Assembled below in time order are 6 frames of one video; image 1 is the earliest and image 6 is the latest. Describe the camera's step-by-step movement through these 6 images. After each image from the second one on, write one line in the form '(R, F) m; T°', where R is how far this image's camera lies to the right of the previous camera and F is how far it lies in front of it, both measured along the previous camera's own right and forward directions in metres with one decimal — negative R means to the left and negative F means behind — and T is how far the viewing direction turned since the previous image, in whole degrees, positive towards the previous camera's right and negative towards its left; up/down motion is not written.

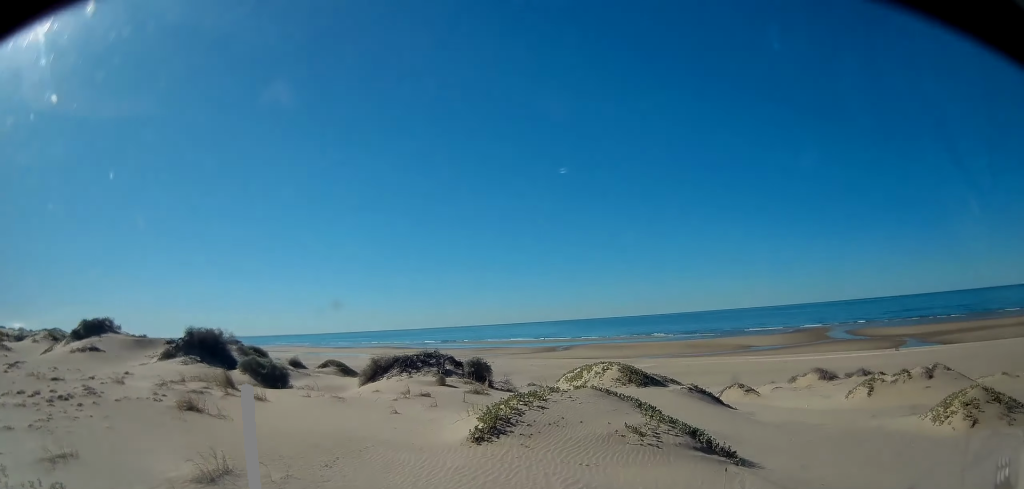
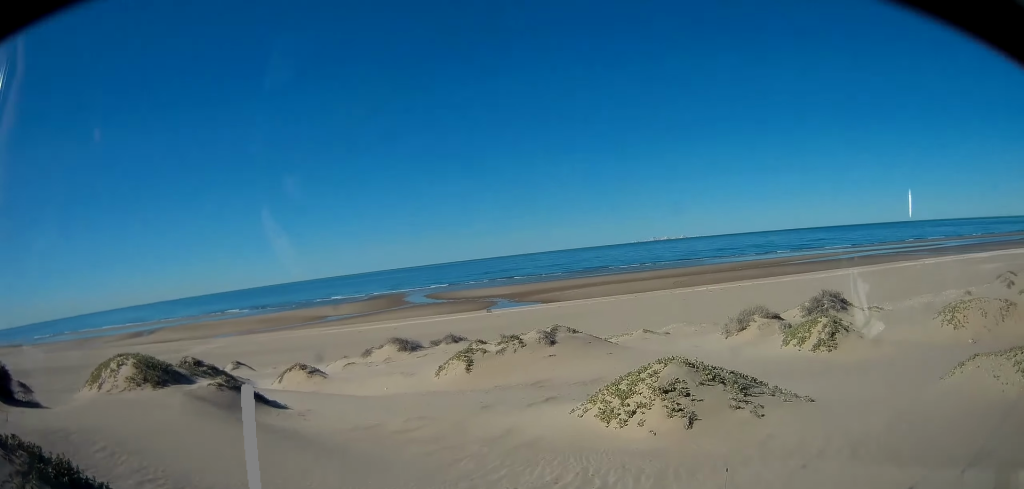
(+1.8, +5.6) m; +39°
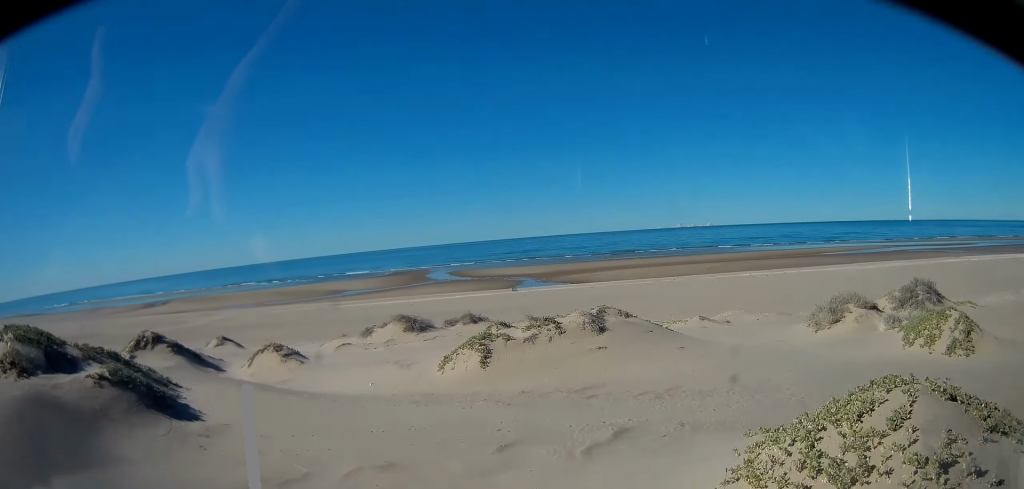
(+1.2, +5.3) m; +19°
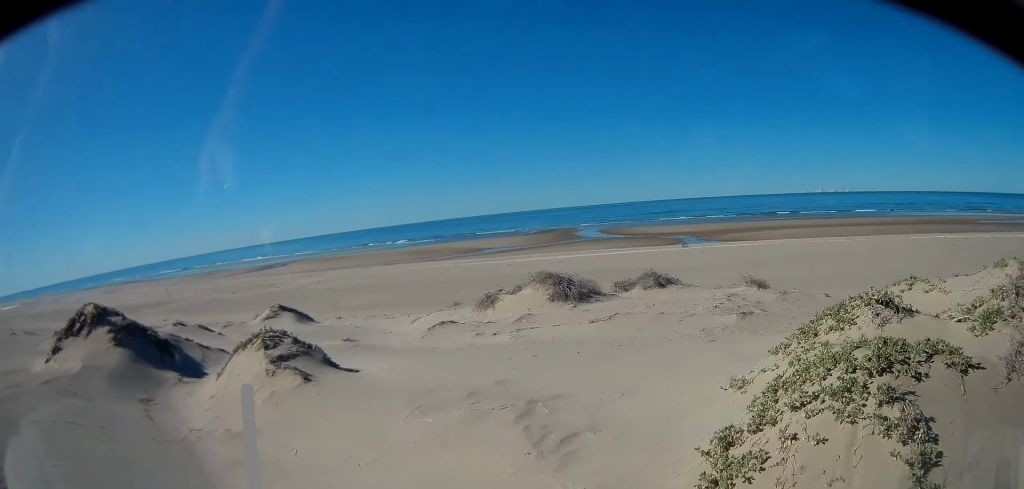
(-1.2, +11.9) m; -19°
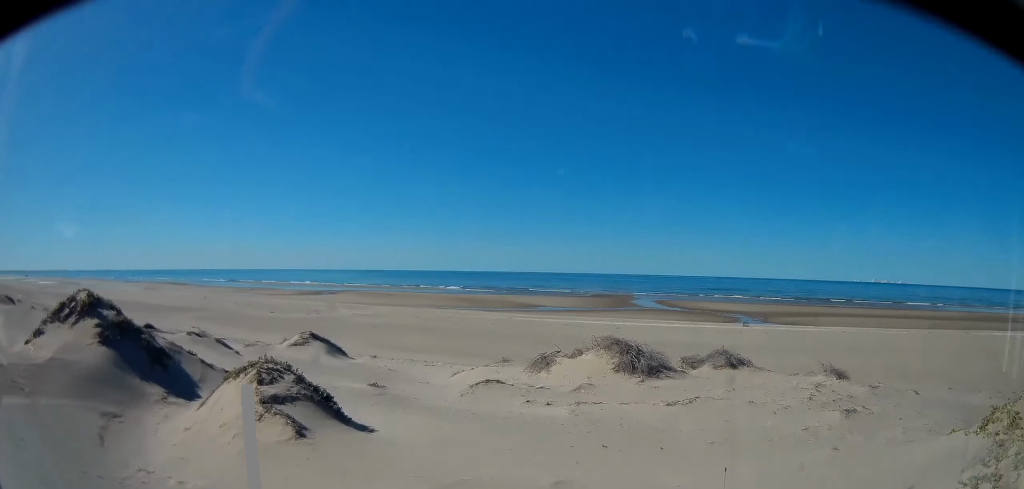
(-0.1, +2.7) m; -4°
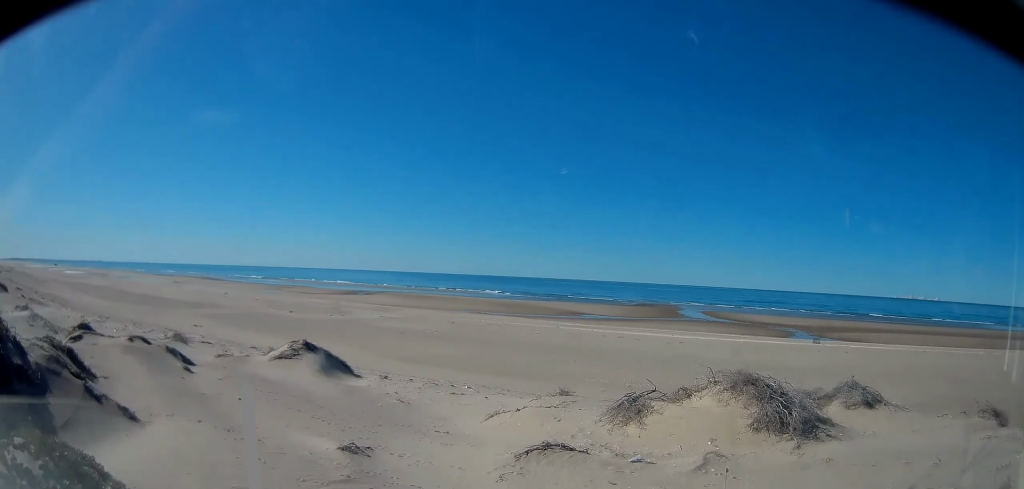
(-0.6, +6.7) m; -9°
